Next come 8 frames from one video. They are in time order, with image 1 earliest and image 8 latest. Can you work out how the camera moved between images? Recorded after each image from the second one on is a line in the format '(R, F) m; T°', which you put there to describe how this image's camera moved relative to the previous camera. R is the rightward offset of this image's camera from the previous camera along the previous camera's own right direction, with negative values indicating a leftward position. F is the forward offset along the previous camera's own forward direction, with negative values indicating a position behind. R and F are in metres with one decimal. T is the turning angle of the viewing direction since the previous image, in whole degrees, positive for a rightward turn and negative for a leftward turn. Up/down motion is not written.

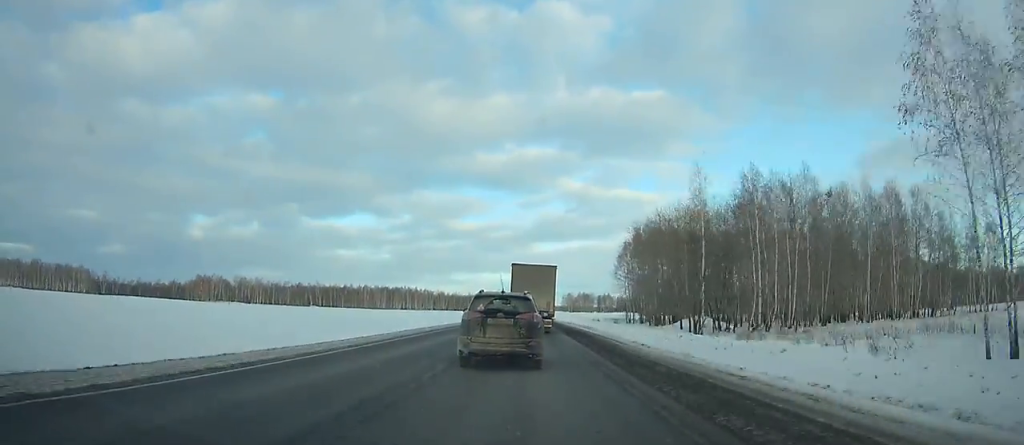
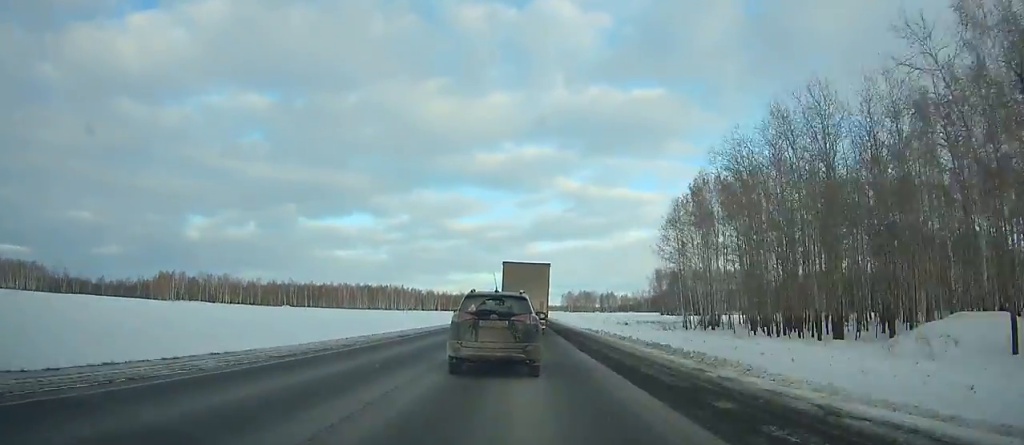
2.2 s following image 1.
(0.0, +42.3) m; 0°
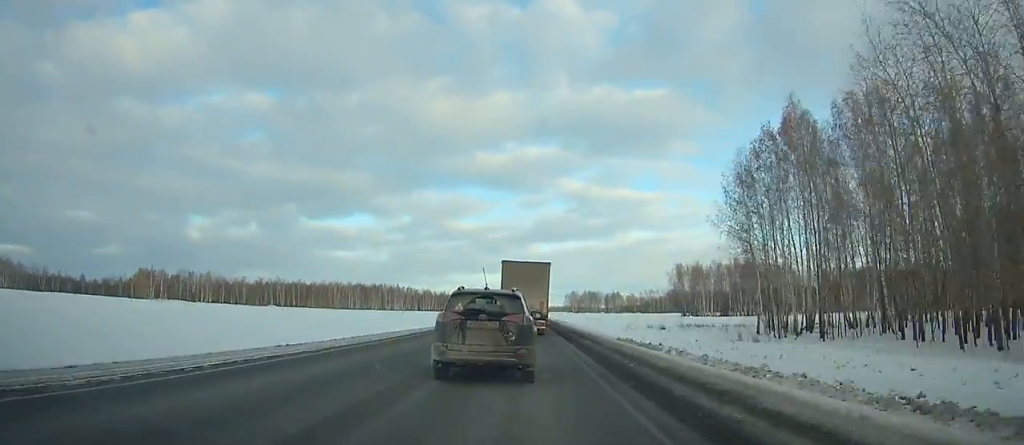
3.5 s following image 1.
(0.0, +24.9) m; 0°
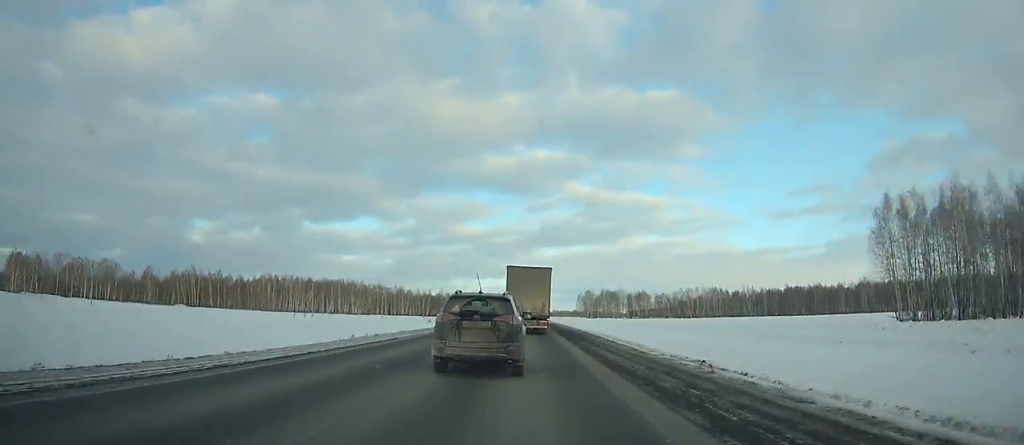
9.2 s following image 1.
(-0.1, +107.8) m; 0°
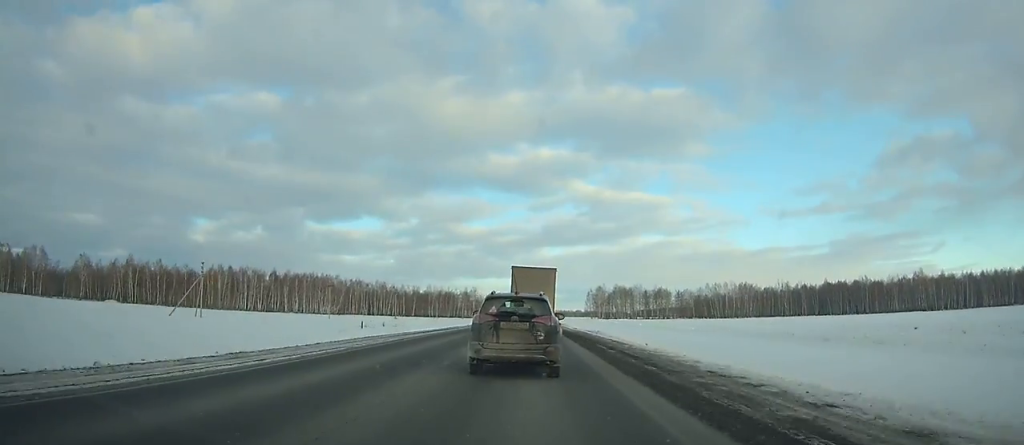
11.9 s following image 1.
(0.0, +50.8) m; 0°
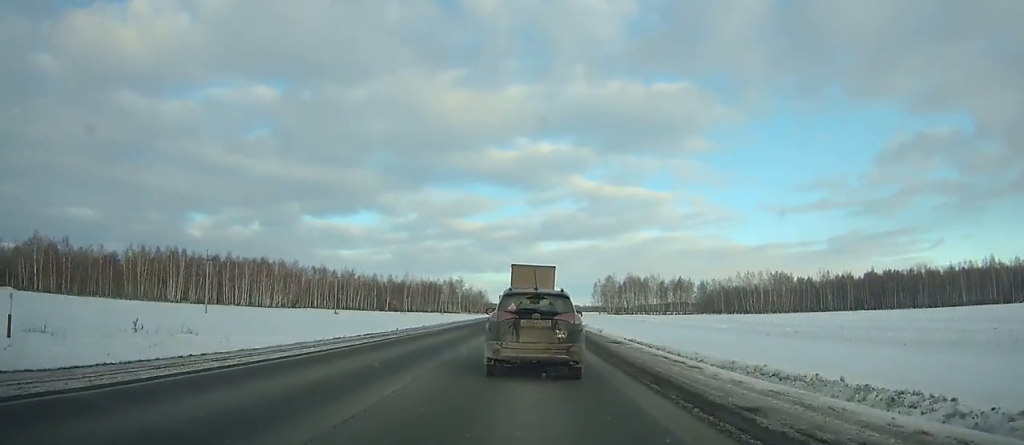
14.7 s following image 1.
(+0.1, +52.7) m; 0°
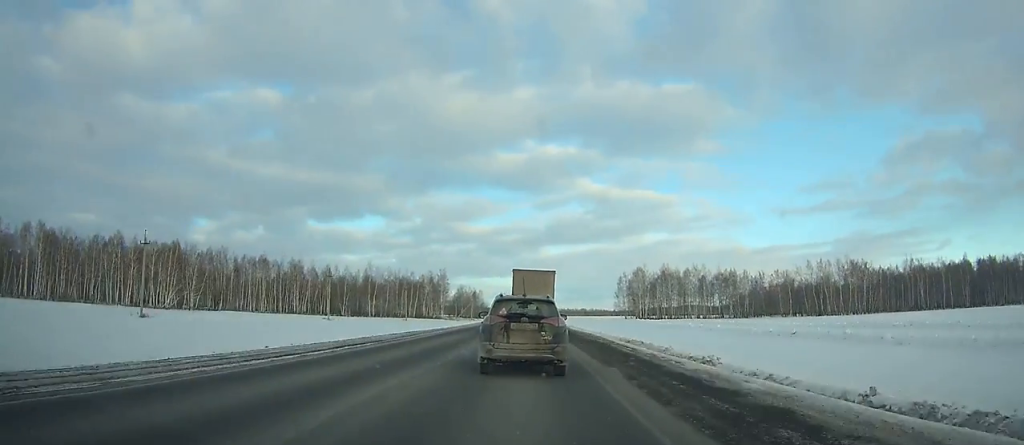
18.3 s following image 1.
(-0.2, +68.0) m; -1°
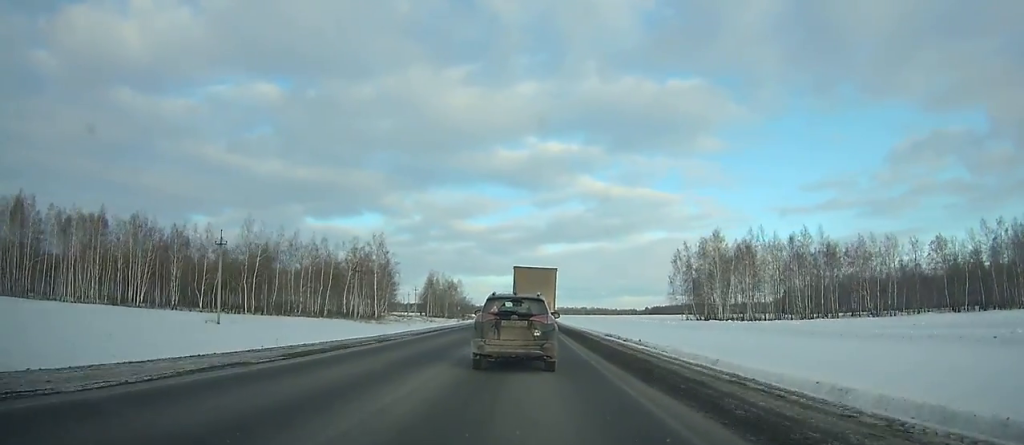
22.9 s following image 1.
(-0.5, +87.0) m; 0°
